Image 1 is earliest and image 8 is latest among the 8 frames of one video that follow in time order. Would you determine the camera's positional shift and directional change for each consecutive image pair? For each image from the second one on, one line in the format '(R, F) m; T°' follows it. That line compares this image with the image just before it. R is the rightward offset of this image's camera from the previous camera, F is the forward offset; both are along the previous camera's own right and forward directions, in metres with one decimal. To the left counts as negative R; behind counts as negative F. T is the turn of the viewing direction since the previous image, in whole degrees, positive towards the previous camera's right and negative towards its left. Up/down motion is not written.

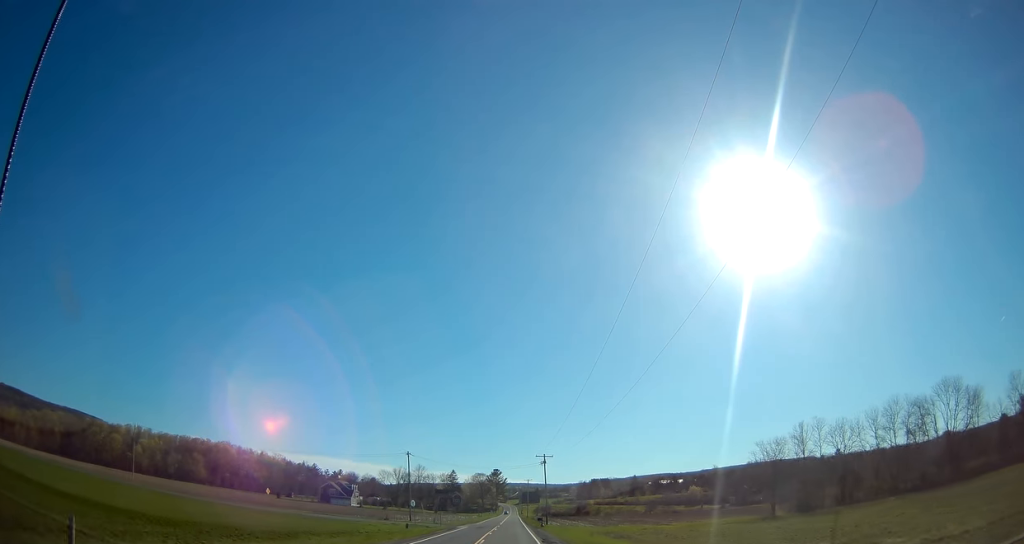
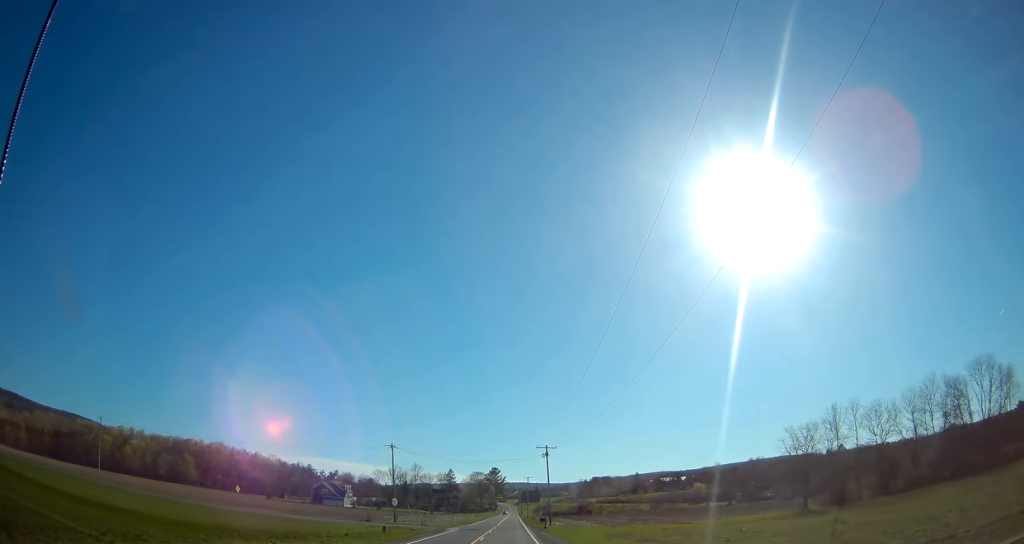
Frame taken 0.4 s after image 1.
(-0.1, +10.1) m; 0°
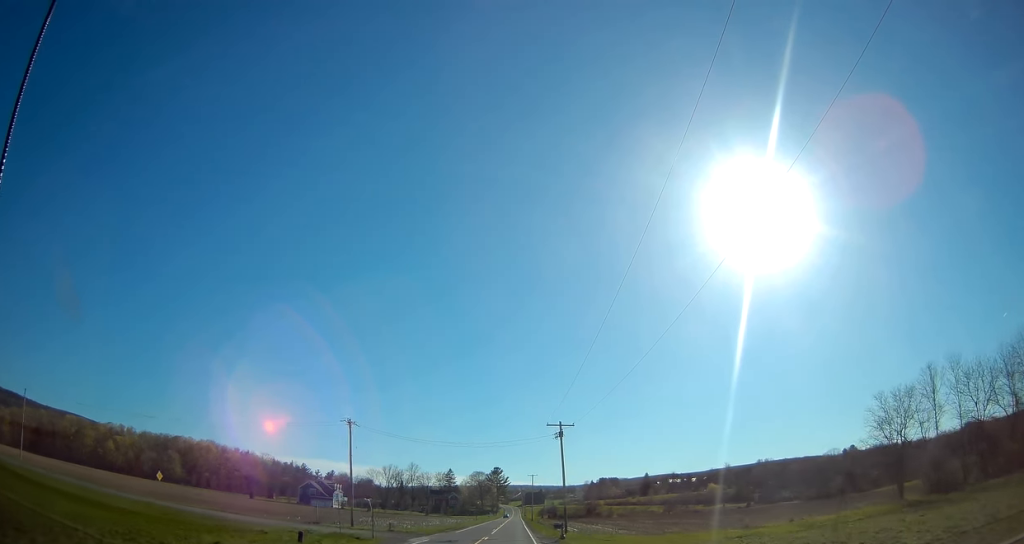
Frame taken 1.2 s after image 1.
(0.0, +20.2) m; 0°
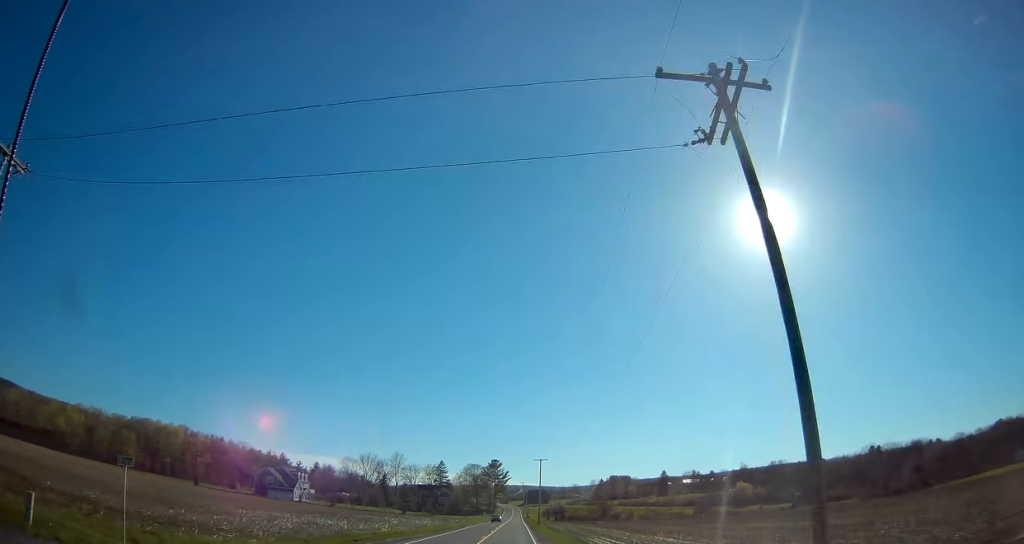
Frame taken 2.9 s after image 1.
(+0.2, +43.8) m; +1°
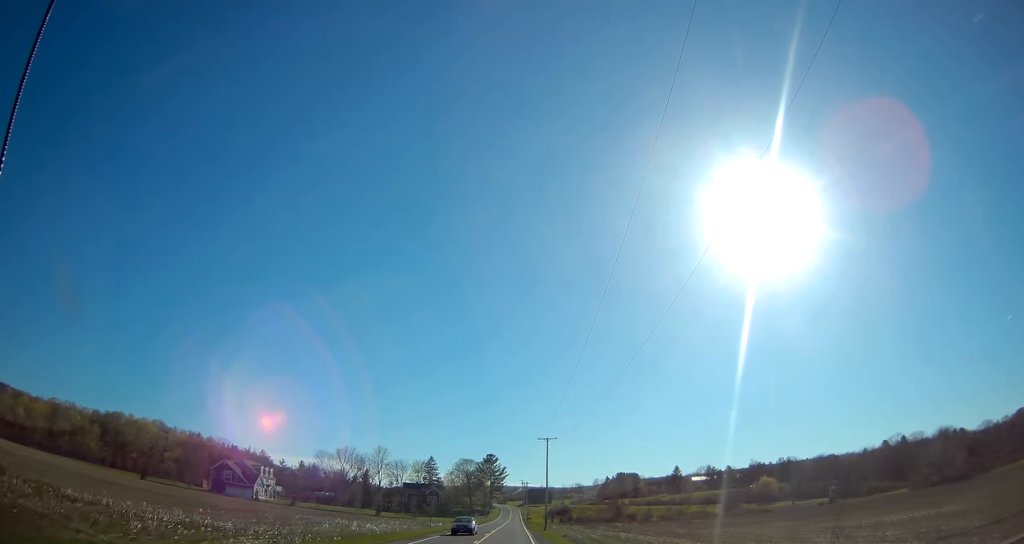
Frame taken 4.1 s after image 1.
(+0.2, +30.3) m; 0°
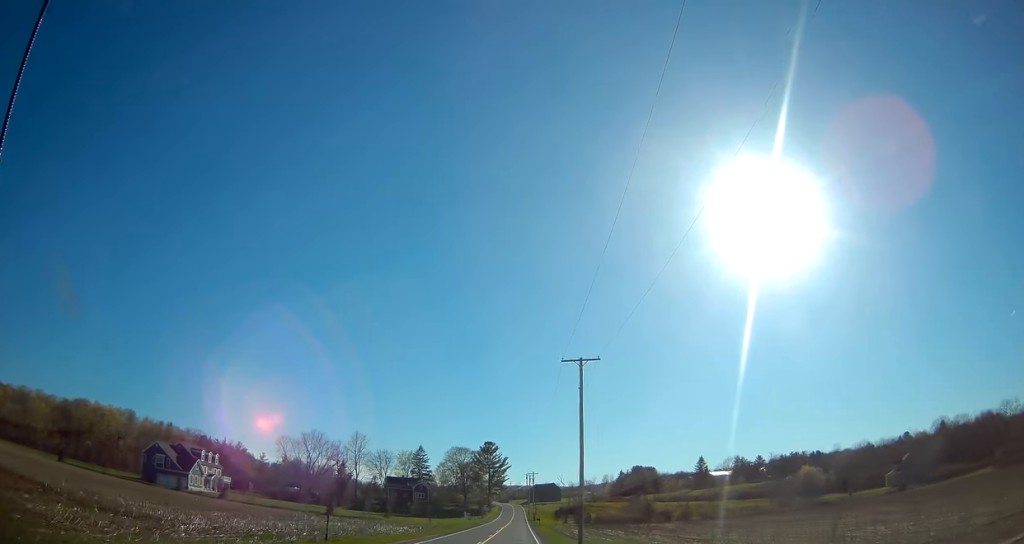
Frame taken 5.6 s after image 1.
(-0.5, +37.9) m; -1°
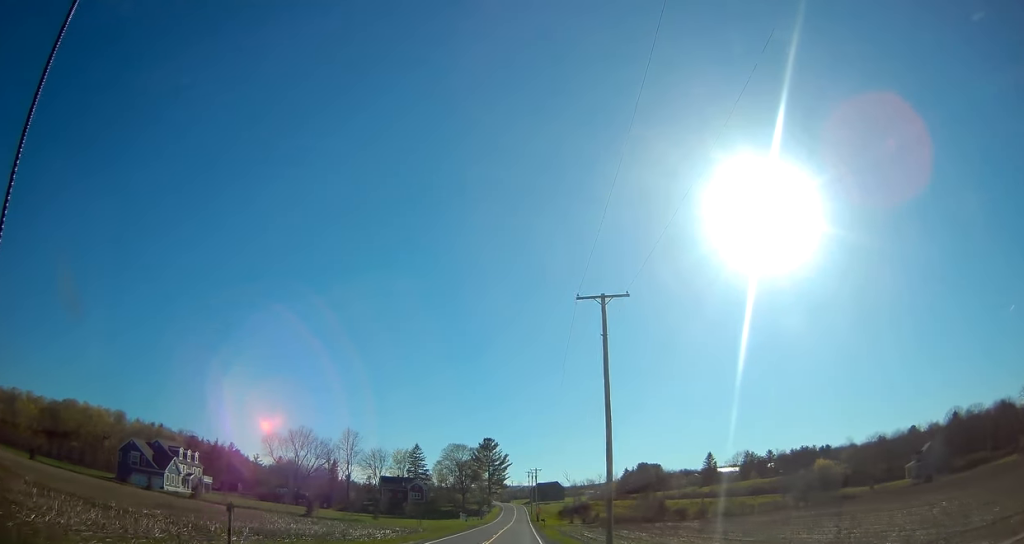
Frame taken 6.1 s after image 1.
(0.0, +11.0) m; 0°
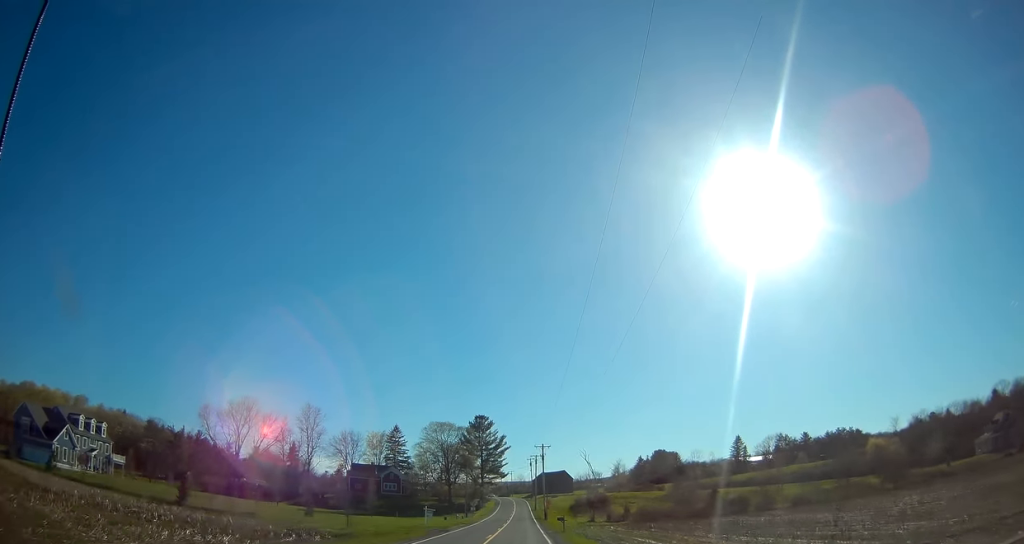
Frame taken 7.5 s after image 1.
(-0.4, +36.4) m; 0°
